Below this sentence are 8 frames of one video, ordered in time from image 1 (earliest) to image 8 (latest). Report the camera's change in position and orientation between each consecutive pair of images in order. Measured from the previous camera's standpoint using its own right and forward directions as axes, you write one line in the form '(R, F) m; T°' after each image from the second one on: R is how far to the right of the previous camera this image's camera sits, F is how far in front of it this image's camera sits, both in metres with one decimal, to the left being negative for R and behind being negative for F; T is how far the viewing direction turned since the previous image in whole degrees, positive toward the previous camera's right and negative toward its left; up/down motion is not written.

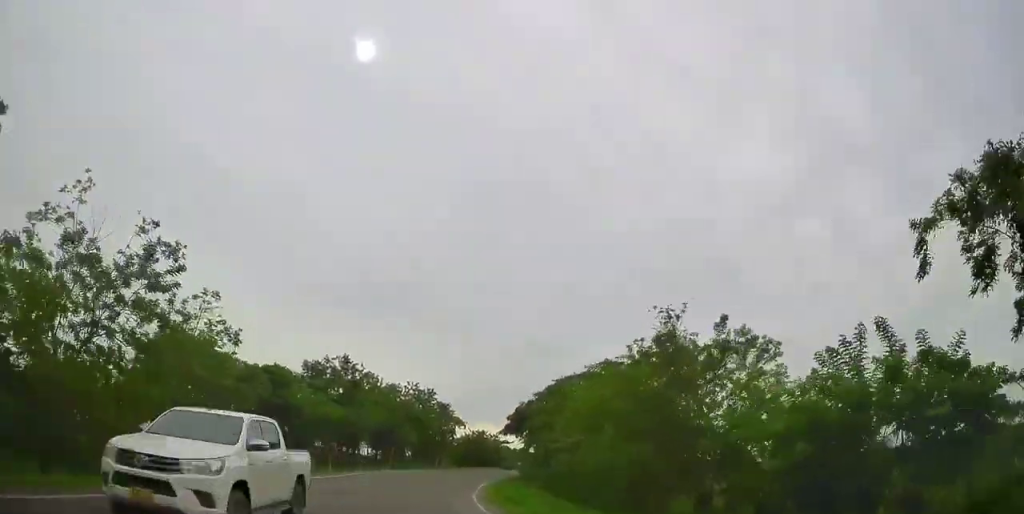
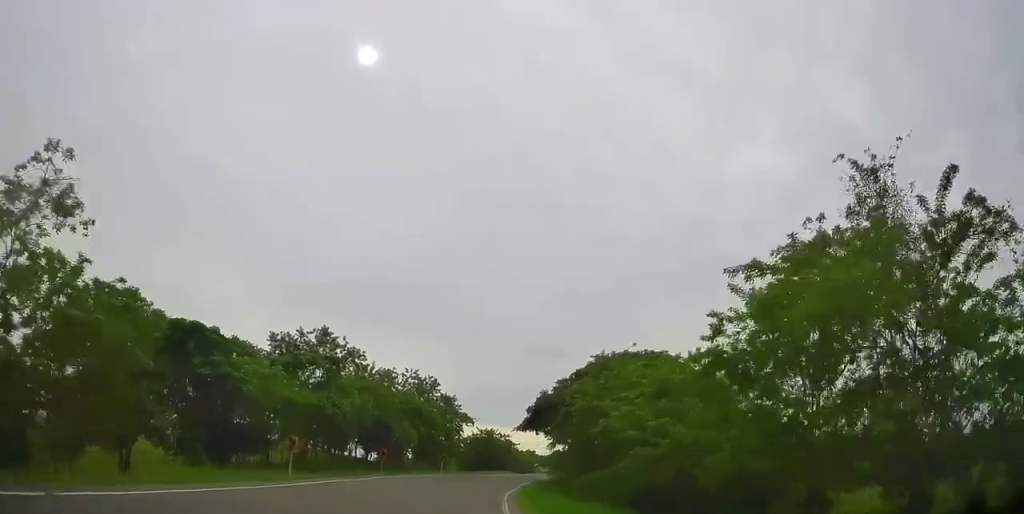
(-0.4, +12.1) m; -3°
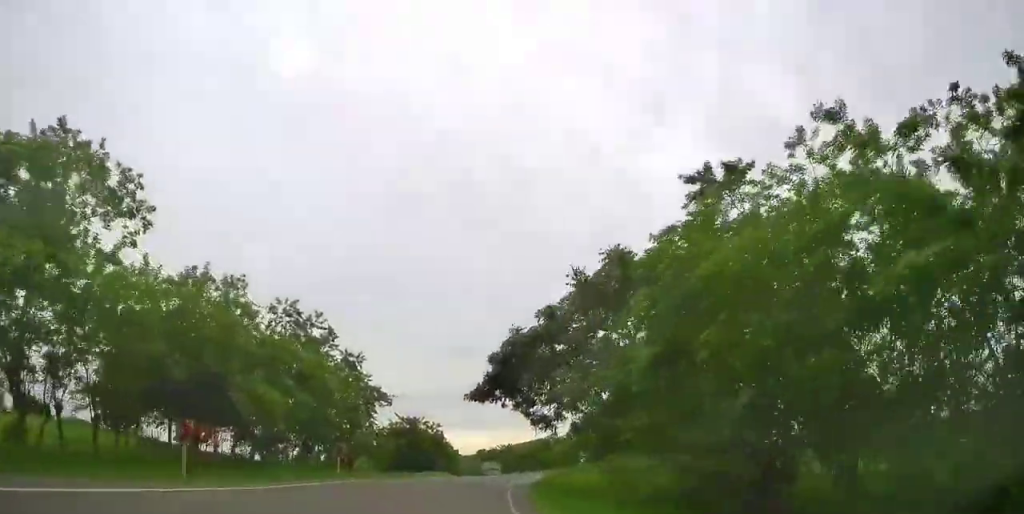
(-0.1, +26.1) m; +2°
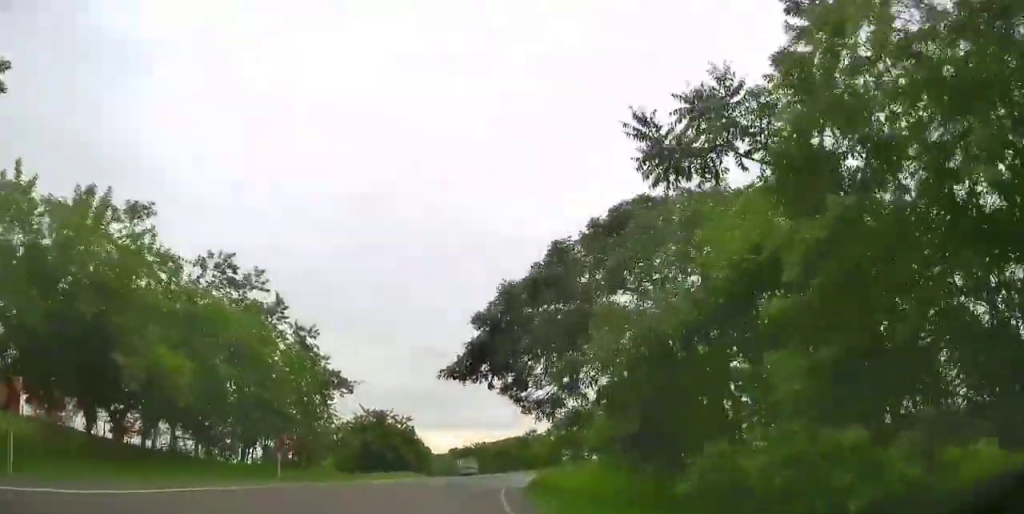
(0.0, +8.1) m; +1°
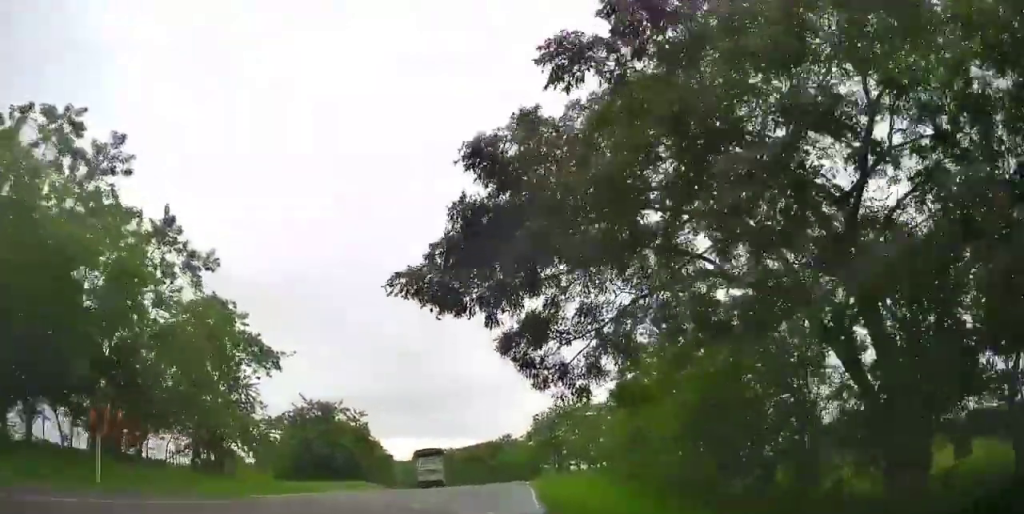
(+0.2, +13.4) m; +2°
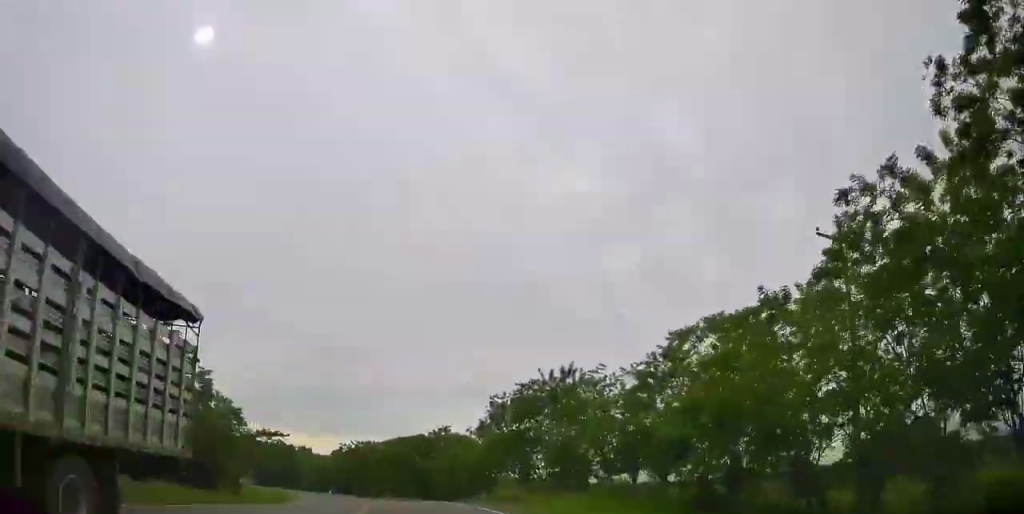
(+2.2, +29.6) m; +10°
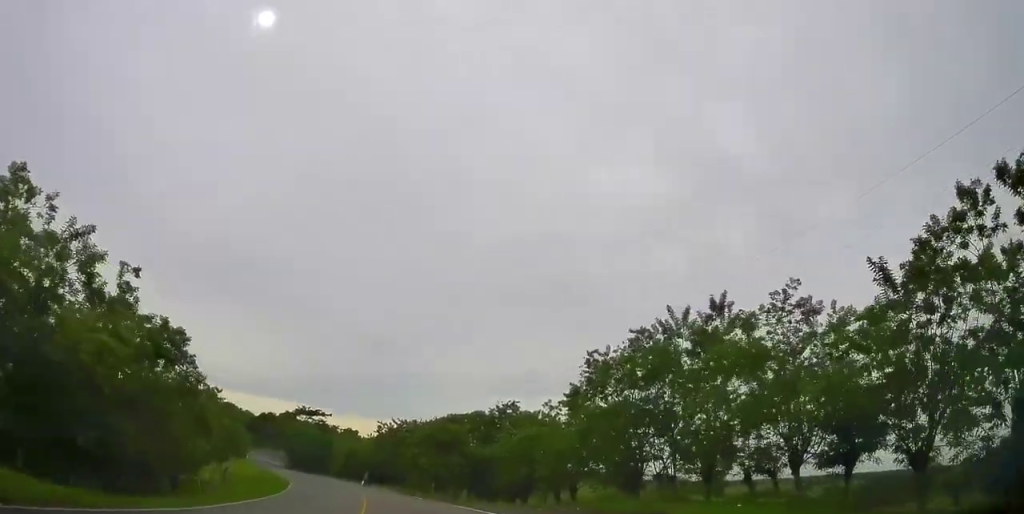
(+1.0, +18.3) m; +4°
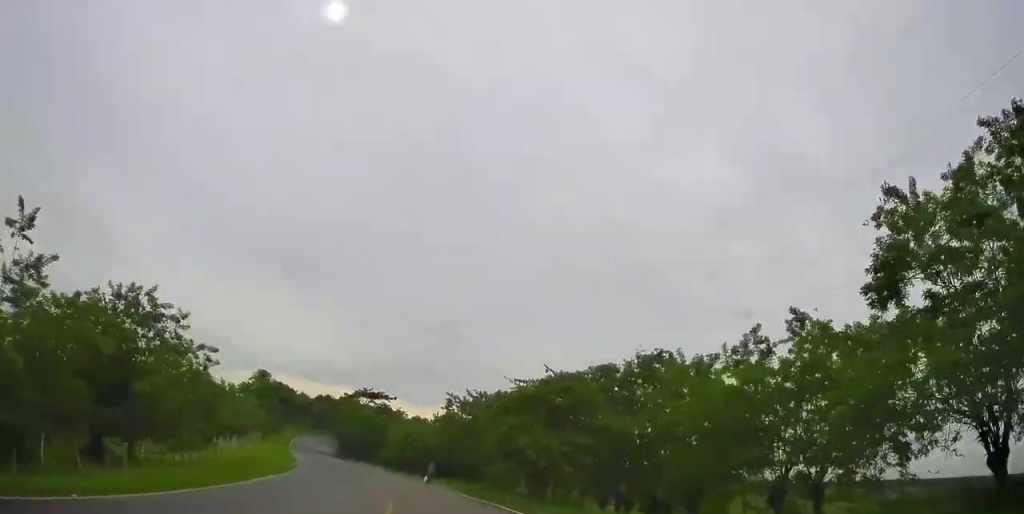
(+0.2, +21.8) m; 0°
